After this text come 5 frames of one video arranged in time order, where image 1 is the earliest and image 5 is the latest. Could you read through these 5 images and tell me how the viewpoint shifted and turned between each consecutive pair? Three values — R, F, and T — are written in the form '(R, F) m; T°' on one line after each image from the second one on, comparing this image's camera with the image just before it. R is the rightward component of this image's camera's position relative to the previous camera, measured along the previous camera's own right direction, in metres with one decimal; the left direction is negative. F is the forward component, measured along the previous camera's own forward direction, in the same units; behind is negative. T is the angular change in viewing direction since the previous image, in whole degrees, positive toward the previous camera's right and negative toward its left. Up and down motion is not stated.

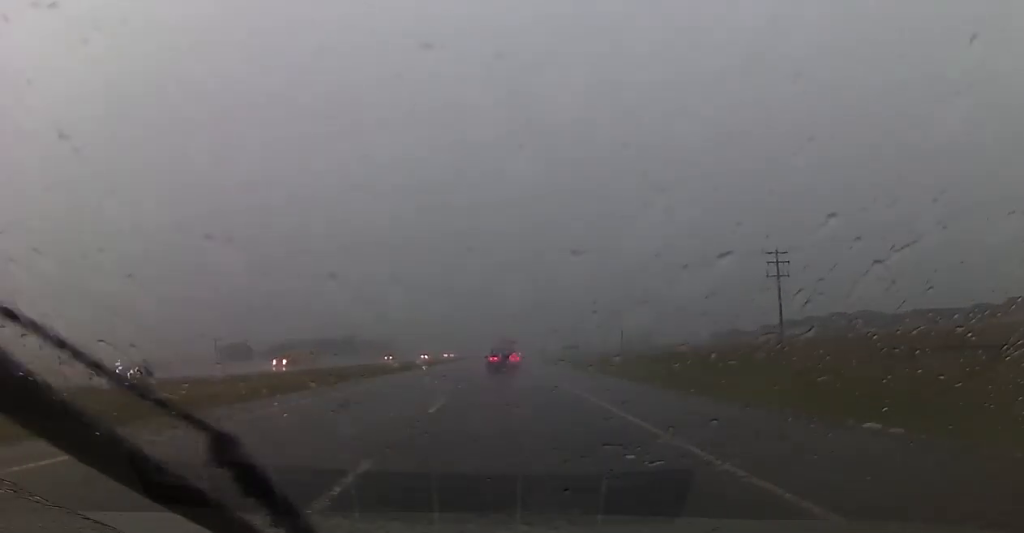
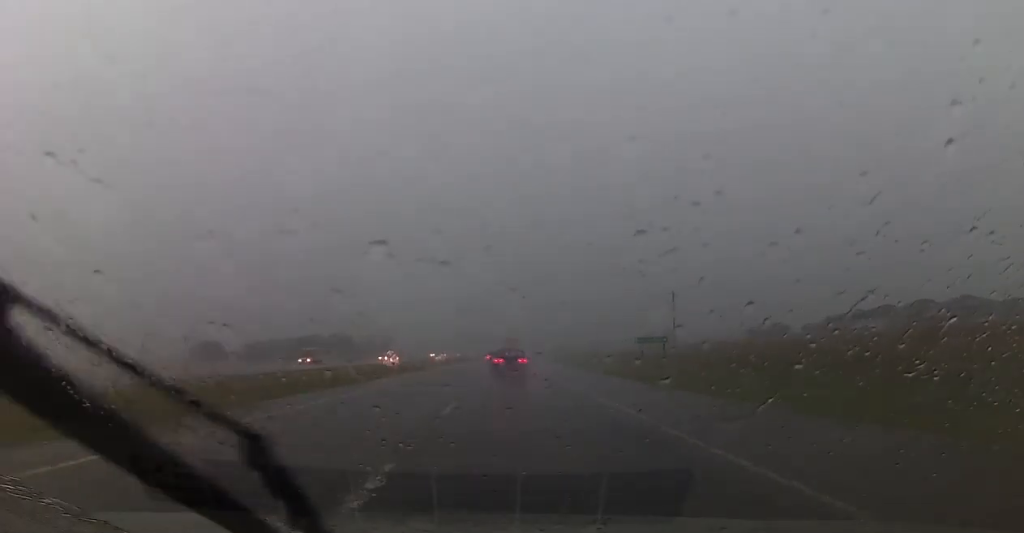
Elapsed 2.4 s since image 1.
(-0.9, +46.3) m; 0°
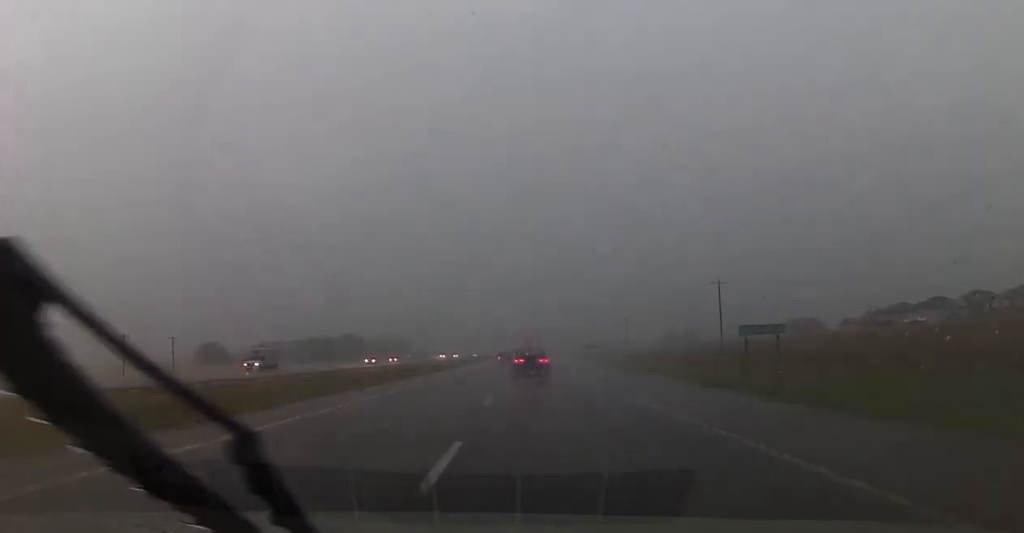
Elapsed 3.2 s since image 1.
(+0.3, +16.7) m; -2°
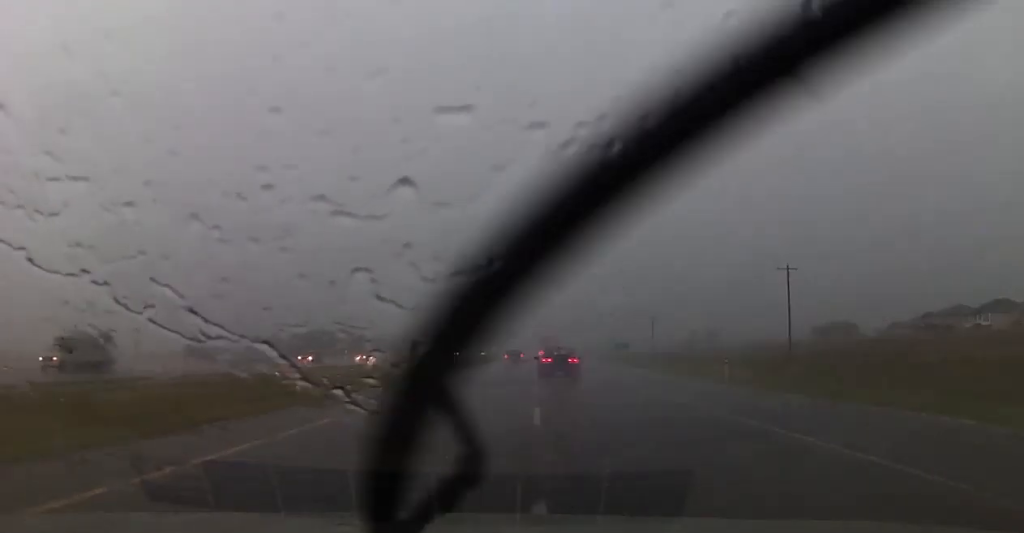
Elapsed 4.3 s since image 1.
(-0.9, +22.1) m; -3°
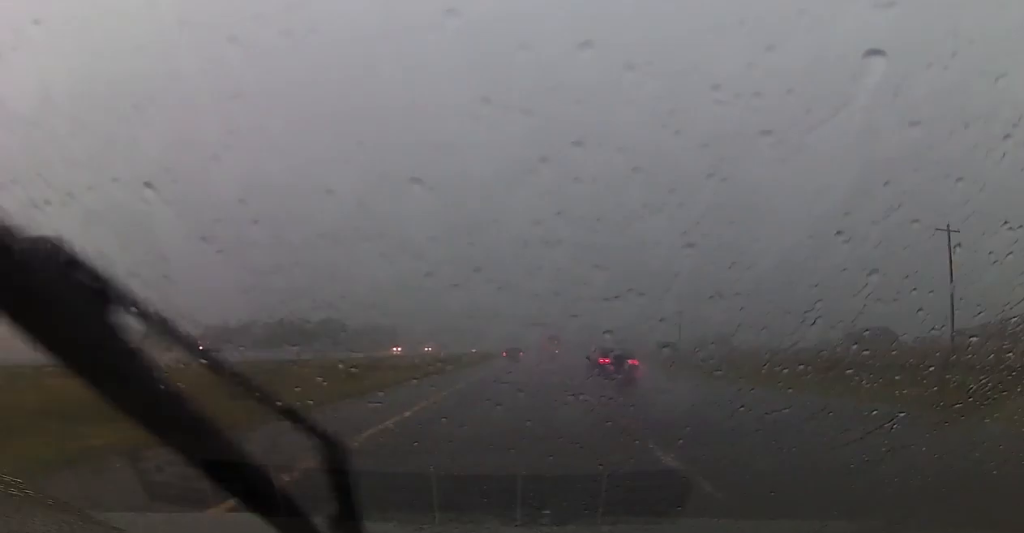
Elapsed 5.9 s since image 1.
(+0.4, +33.4) m; +2°
